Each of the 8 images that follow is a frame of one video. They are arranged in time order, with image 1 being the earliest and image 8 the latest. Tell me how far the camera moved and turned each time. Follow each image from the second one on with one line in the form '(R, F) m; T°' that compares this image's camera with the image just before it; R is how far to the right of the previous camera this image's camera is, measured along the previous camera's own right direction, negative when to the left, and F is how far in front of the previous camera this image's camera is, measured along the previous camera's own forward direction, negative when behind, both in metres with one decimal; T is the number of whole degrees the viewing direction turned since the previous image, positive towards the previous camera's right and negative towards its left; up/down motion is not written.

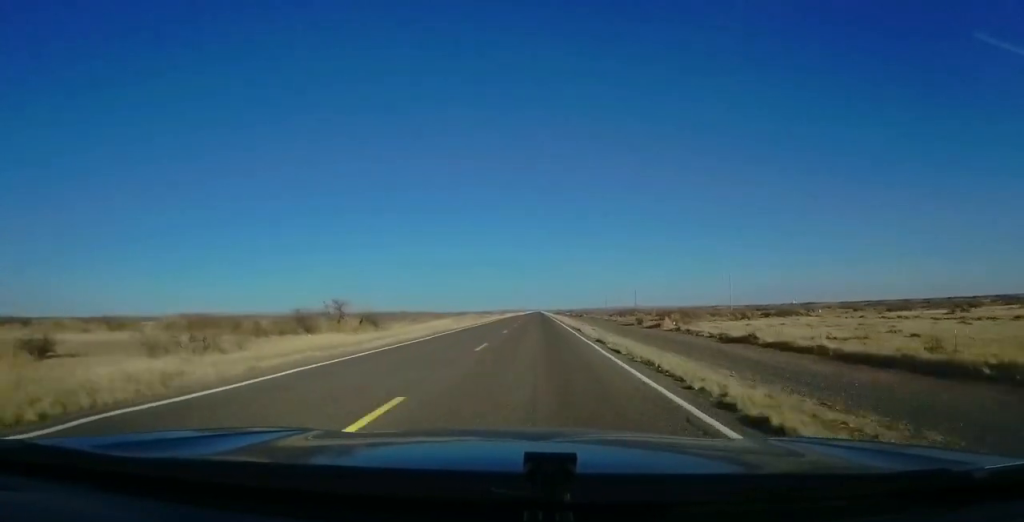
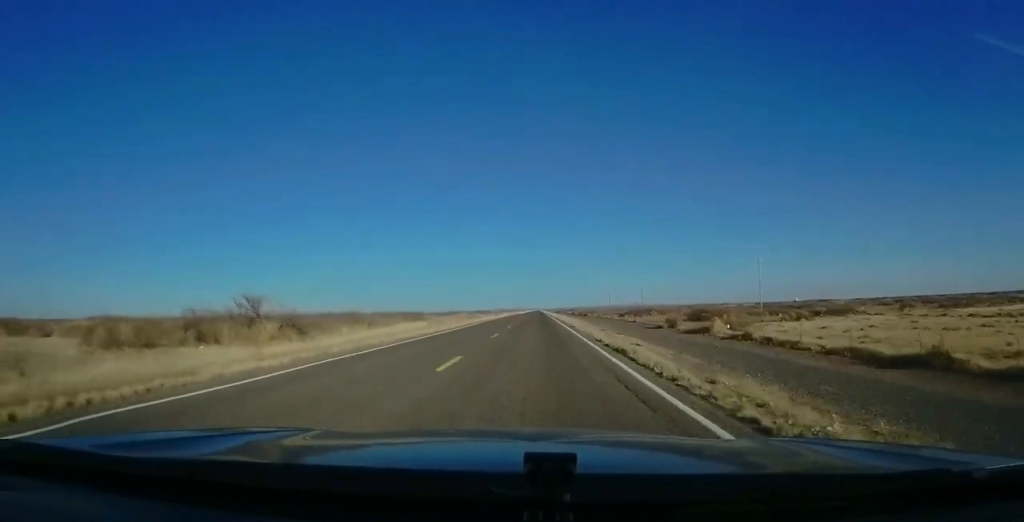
(0.0, +17.9) m; -1°
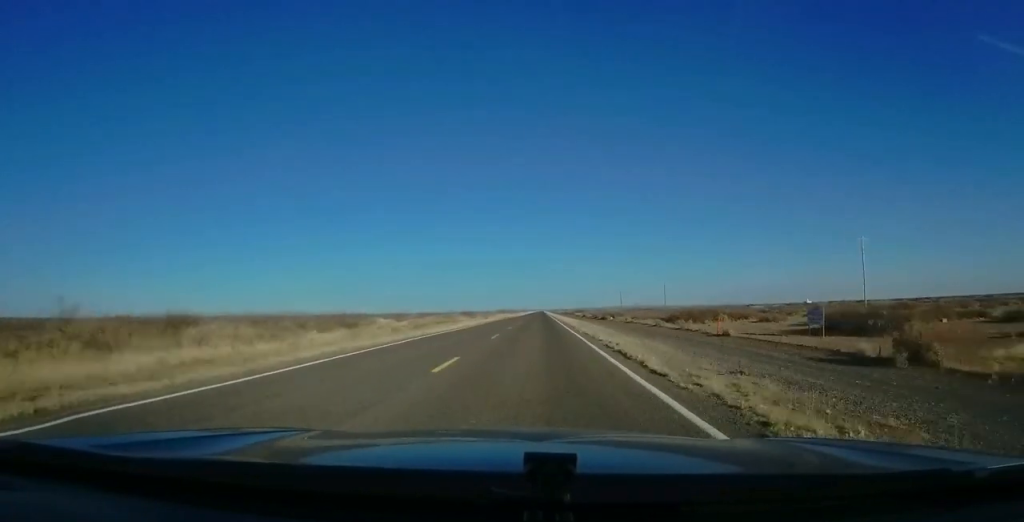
(-0.5, +36.8) m; 0°
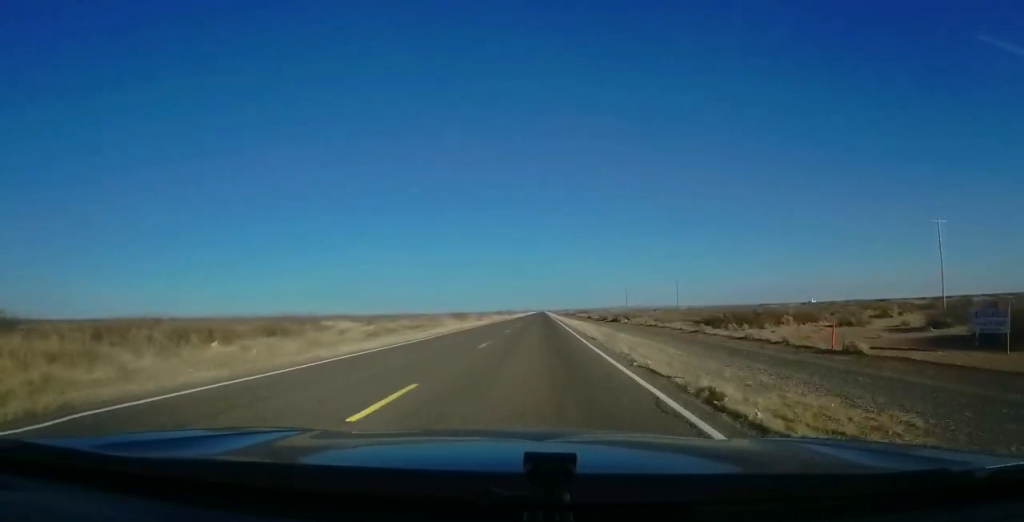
(+0.1, +16.9) m; 0°
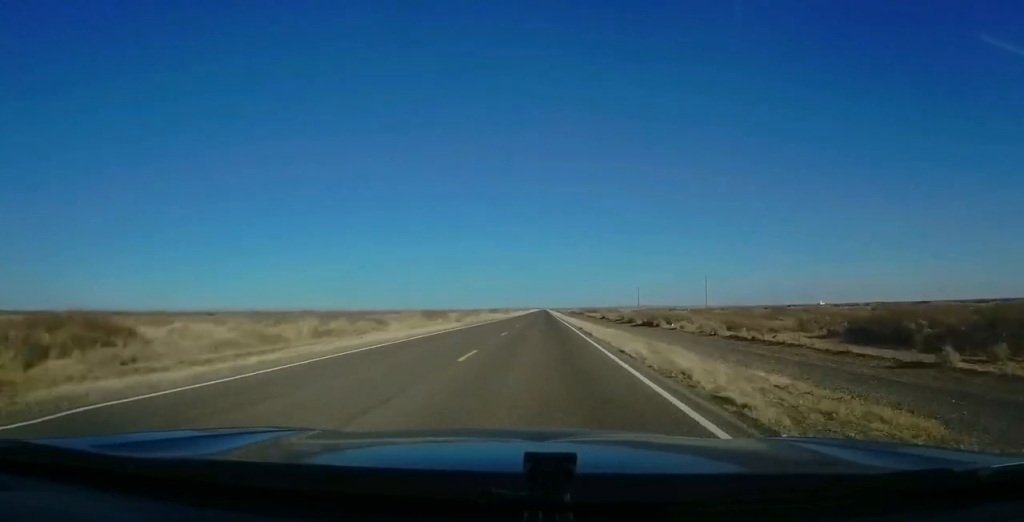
(-0.2, +29.7) m; -1°
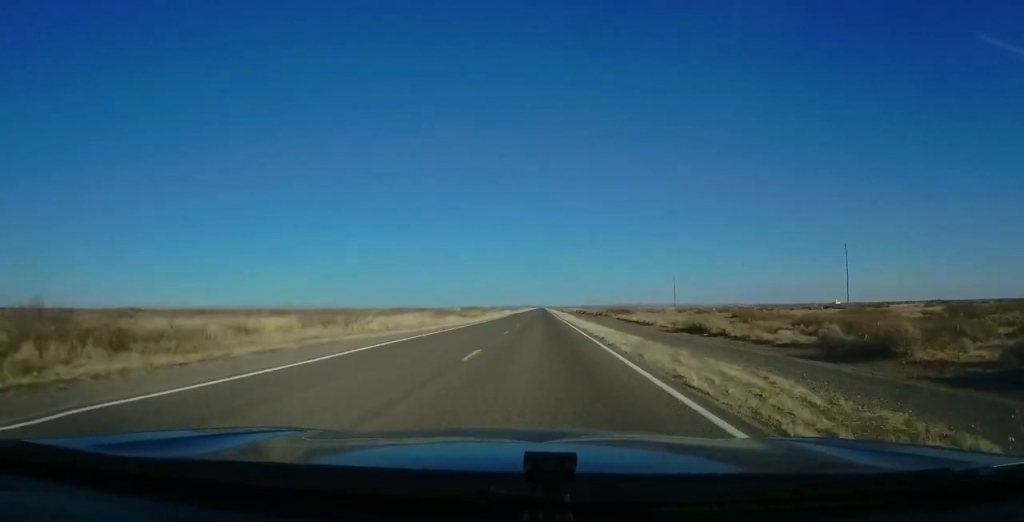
(+1.1, +72.6) m; +2°
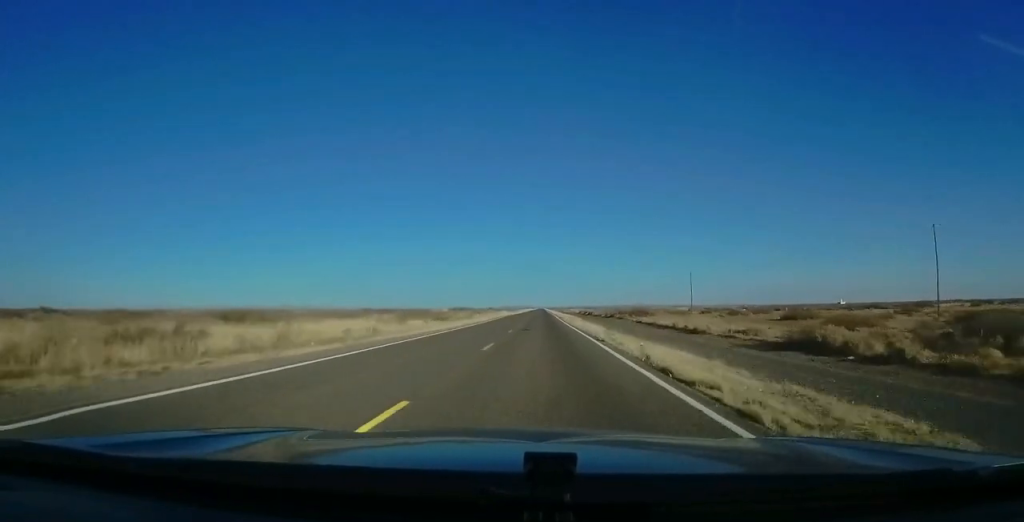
(-0.2, +20.7) m; -1°
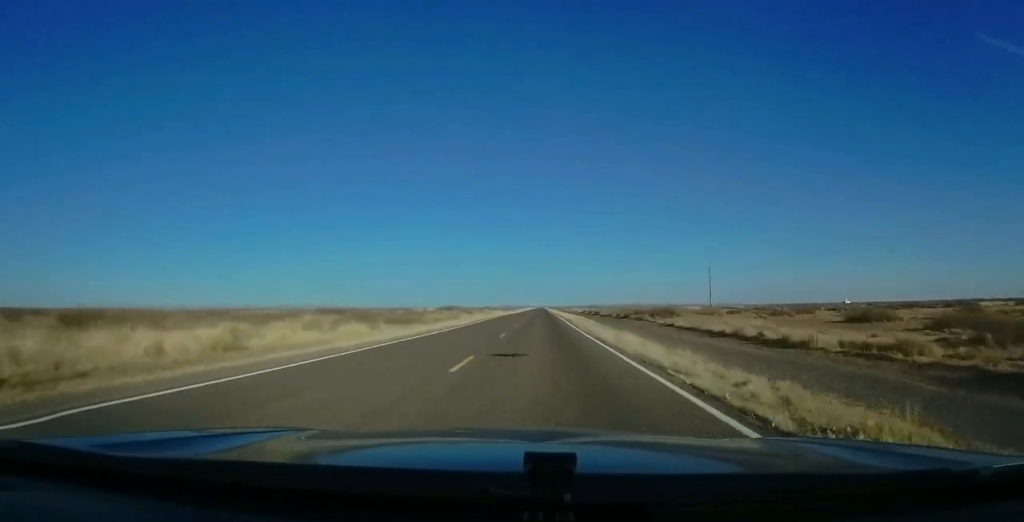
(-0.1, +17.7) m; 0°
